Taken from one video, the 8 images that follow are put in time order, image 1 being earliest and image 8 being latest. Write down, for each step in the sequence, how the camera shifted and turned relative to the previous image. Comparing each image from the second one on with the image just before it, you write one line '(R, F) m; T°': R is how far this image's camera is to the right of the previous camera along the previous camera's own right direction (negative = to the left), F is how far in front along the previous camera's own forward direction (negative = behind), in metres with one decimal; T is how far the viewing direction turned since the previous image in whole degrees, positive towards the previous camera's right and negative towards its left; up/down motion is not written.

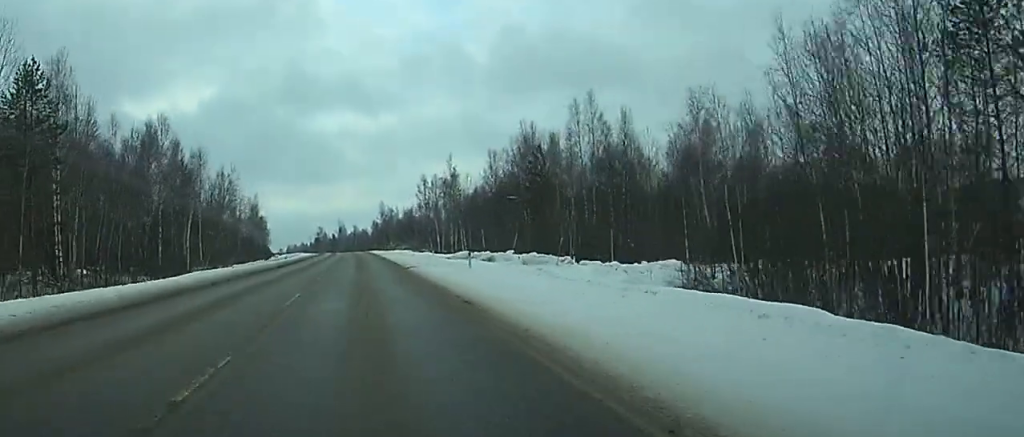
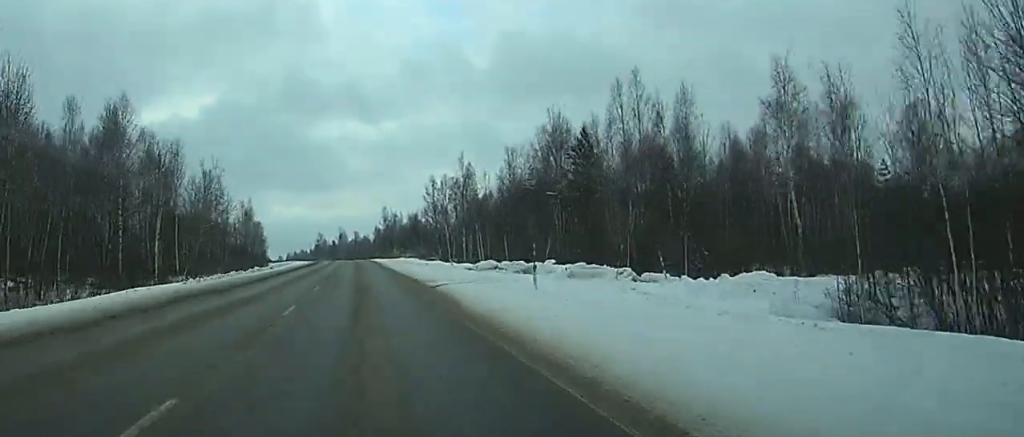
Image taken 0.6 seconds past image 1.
(0.0, +14.7) m; 0°
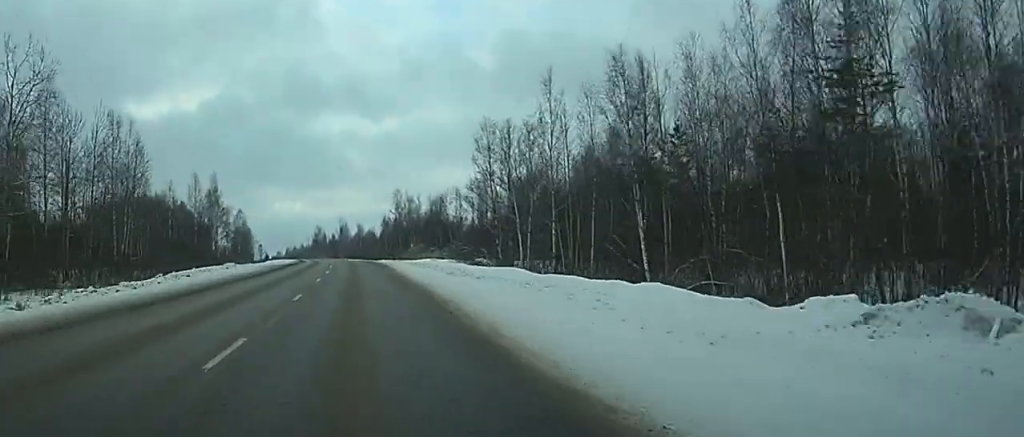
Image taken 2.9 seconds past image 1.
(-0.3, +55.3) m; -1°
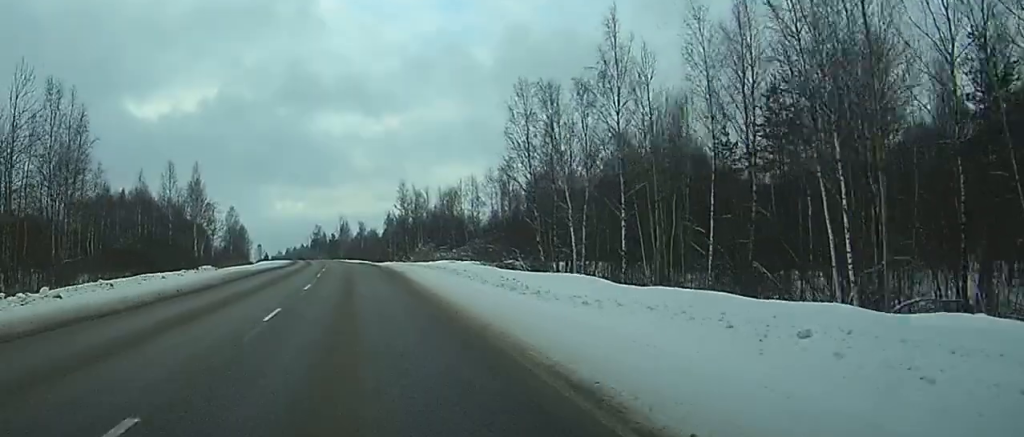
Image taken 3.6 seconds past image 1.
(0.0, +17.8) m; 0°
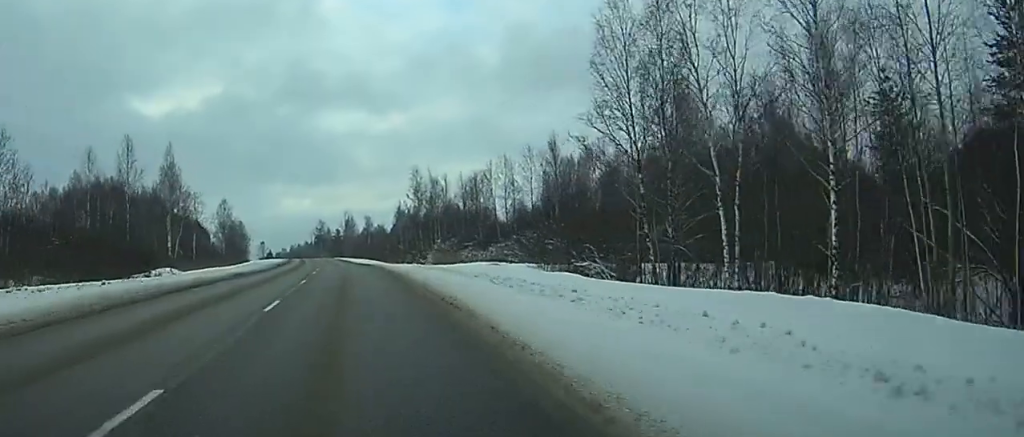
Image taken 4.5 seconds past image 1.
(-0.1, +22.6) m; 0°
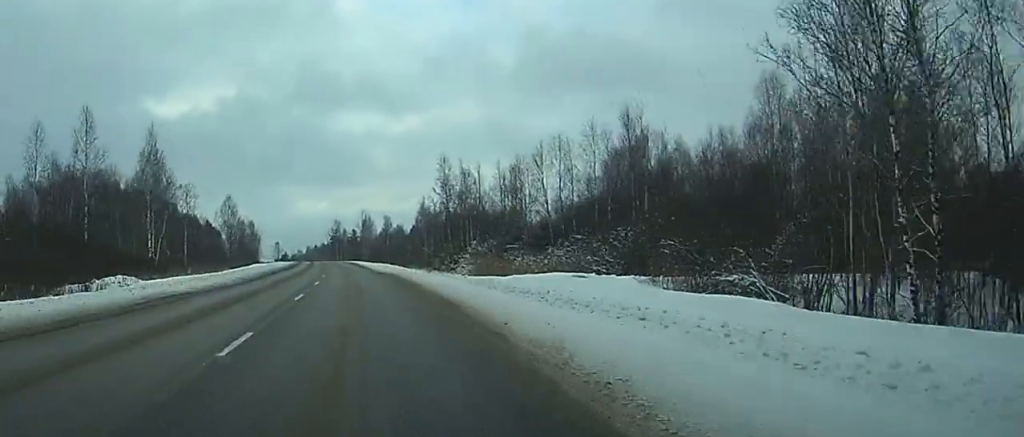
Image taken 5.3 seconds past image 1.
(-0.1, +18.5) m; 0°
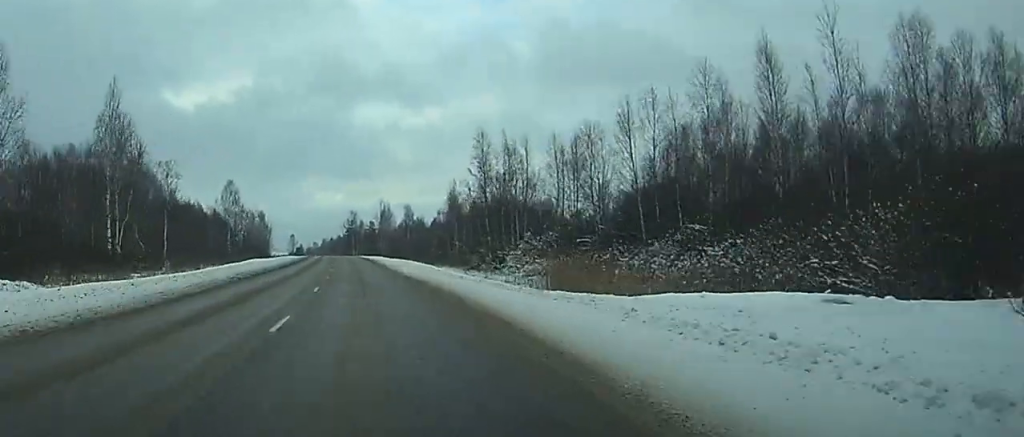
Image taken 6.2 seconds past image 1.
(0.0, +20.9) m; -1°
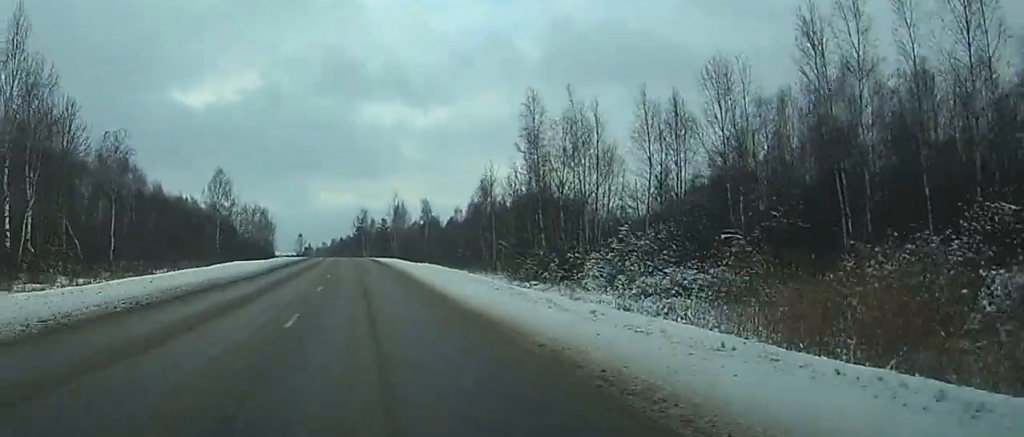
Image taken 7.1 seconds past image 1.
(-0.2, +23.4) m; -1°
